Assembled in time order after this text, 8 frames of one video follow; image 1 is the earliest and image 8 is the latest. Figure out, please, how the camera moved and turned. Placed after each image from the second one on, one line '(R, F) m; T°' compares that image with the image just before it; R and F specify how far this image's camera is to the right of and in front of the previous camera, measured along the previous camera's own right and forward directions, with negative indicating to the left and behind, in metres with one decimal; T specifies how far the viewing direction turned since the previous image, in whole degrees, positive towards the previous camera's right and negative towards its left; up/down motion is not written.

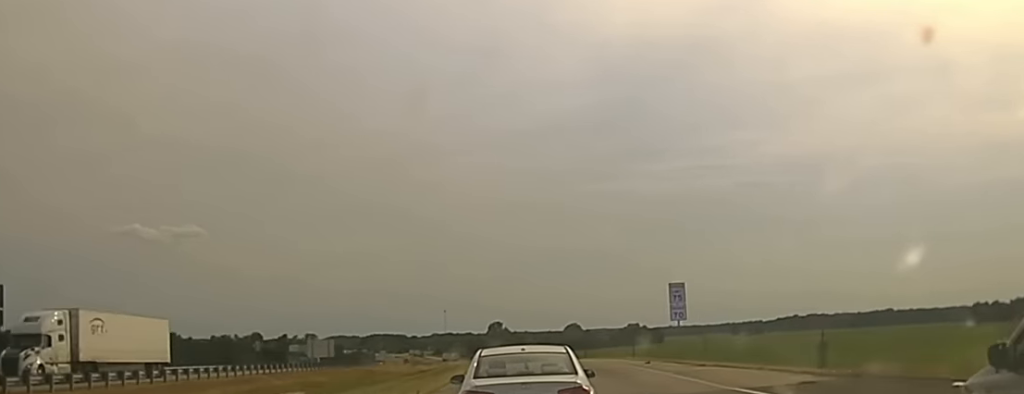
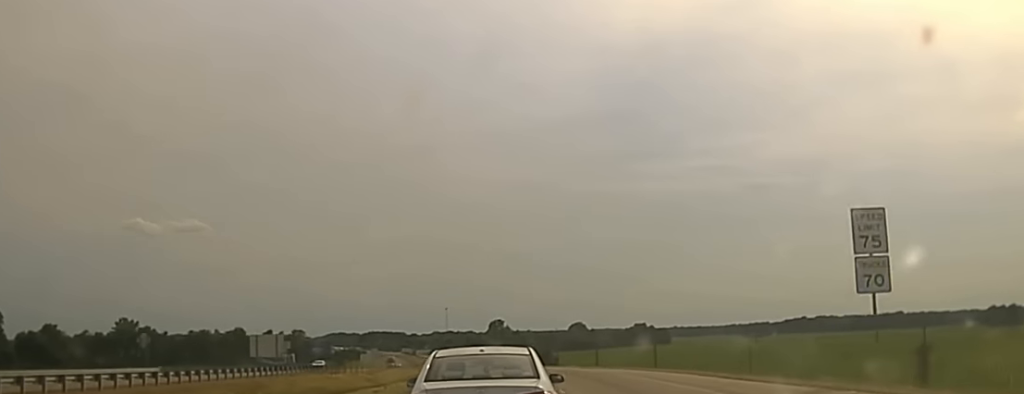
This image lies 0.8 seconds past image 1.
(-0.2, +42.9) m; -1°
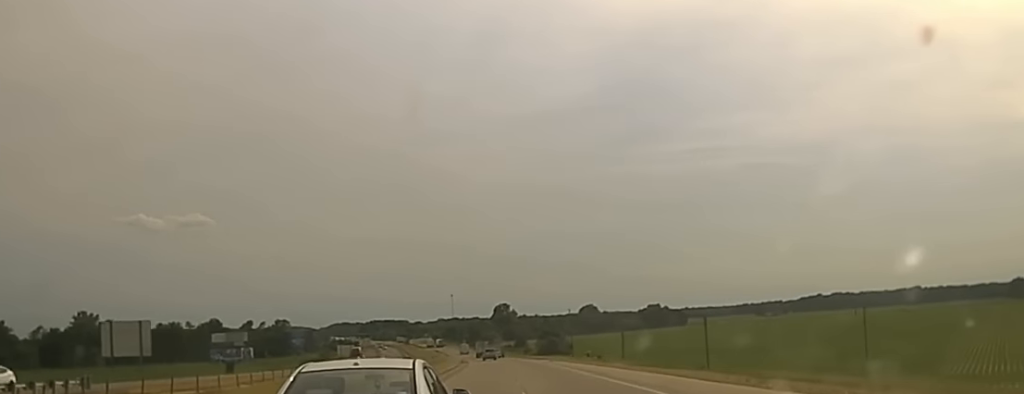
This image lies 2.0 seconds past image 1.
(-0.4, +58.6) m; -1°
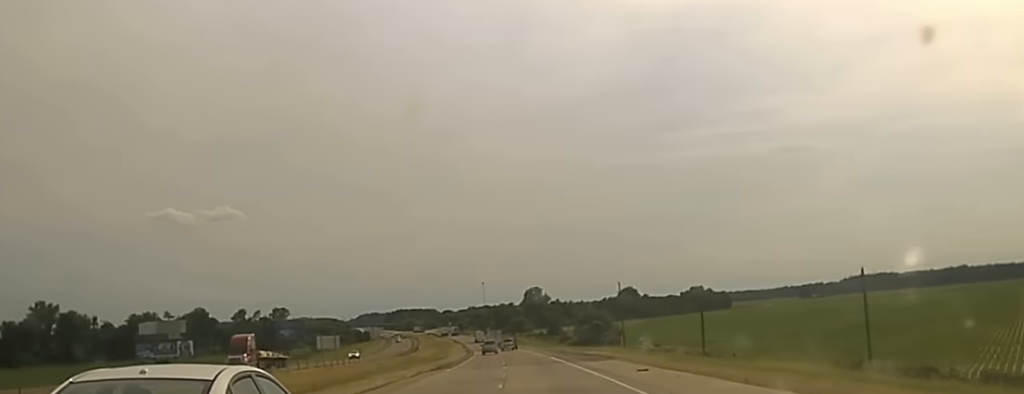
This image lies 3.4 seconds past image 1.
(-0.3, +72.7) m; -1°
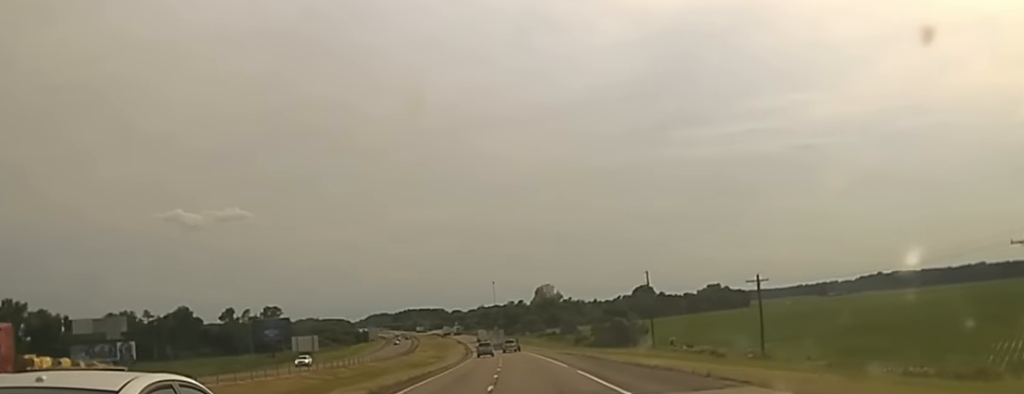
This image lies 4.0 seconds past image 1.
(-0.3, +33.3) m; -1°
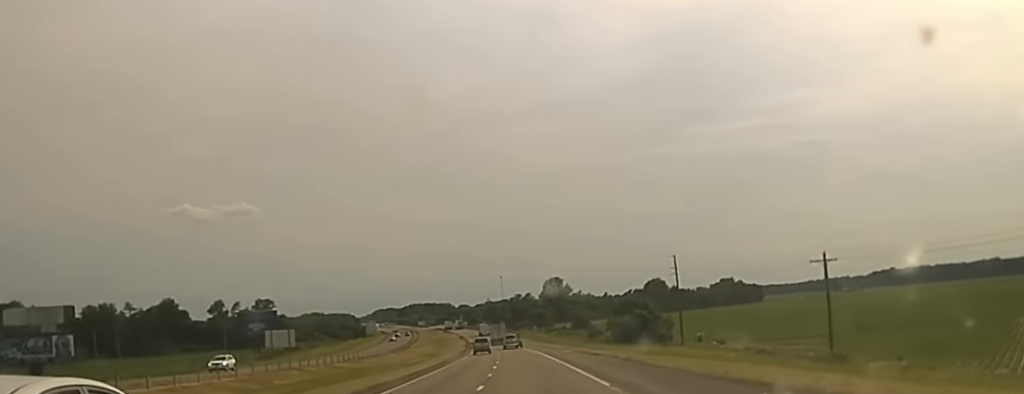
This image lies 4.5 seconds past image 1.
(-0.2, +24.5) m; -1°
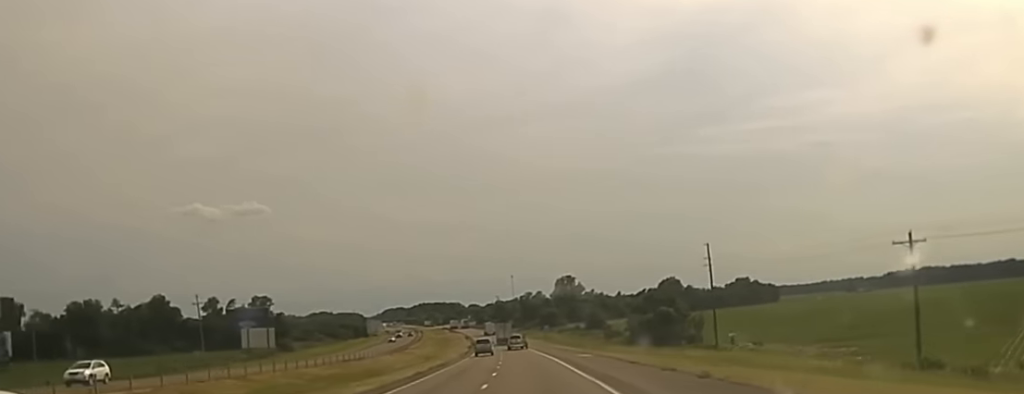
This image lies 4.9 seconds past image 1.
(-0.2, +20.4) m; -1°
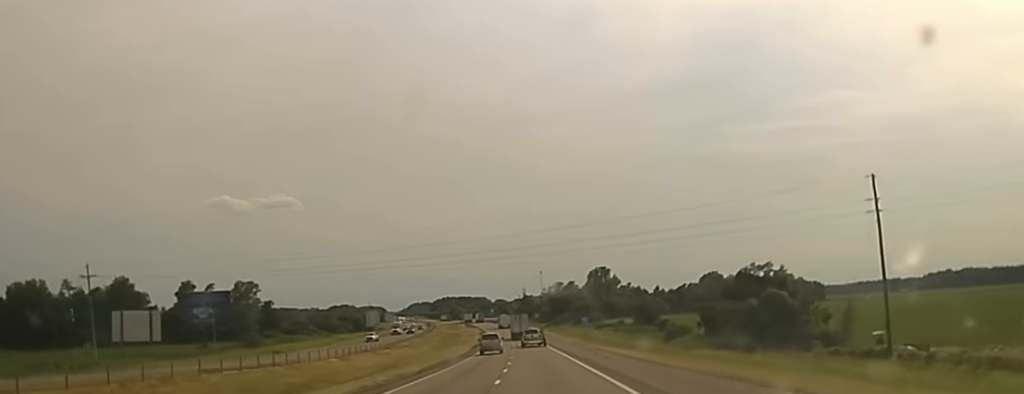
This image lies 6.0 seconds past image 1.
(-0.8, +54.4) m; -1°
